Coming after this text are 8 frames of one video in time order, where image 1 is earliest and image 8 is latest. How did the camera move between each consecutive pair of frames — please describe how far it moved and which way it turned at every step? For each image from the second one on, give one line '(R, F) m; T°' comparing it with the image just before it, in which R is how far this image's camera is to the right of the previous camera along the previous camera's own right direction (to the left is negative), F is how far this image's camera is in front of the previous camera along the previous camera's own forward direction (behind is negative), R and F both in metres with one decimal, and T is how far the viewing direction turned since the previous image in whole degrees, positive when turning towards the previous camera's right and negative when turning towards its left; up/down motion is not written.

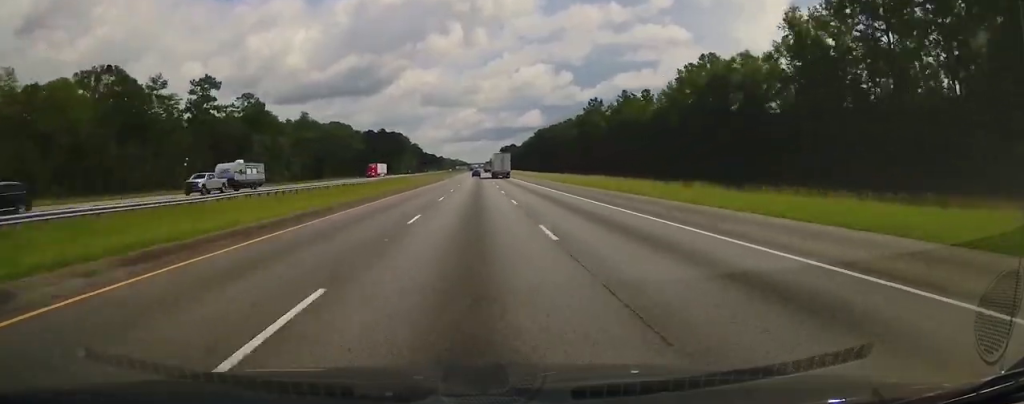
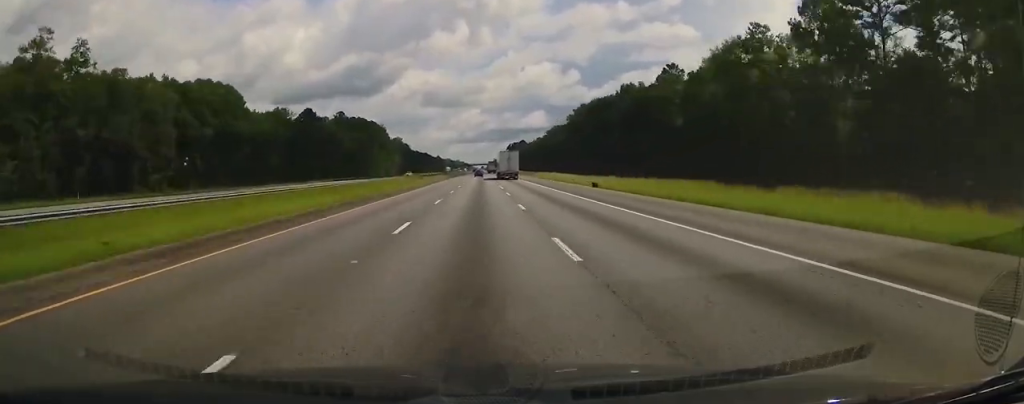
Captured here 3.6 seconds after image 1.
(+0.1, +125.7) m; 0°
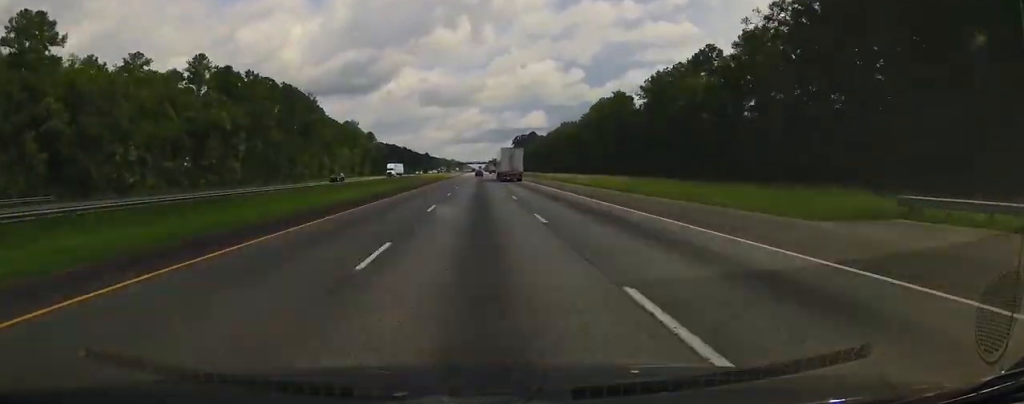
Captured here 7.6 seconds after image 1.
(+0.1, +140.4) m; 0°
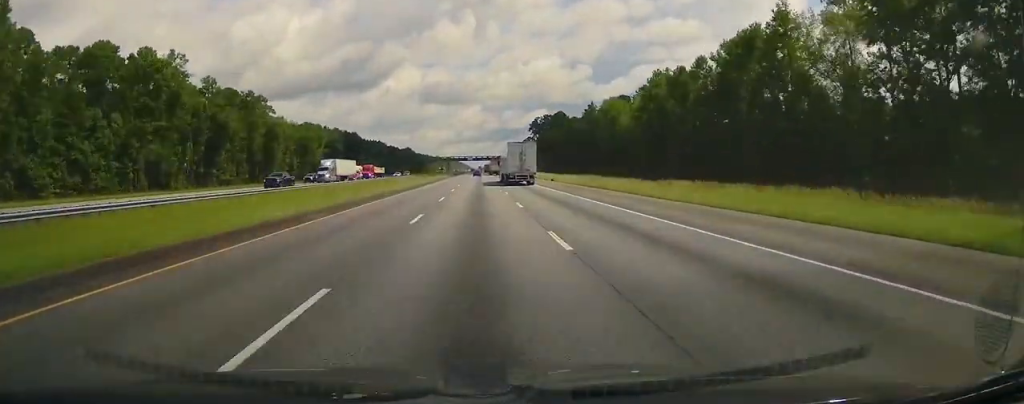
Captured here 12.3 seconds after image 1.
(+0.1, +165.7) m; 0°
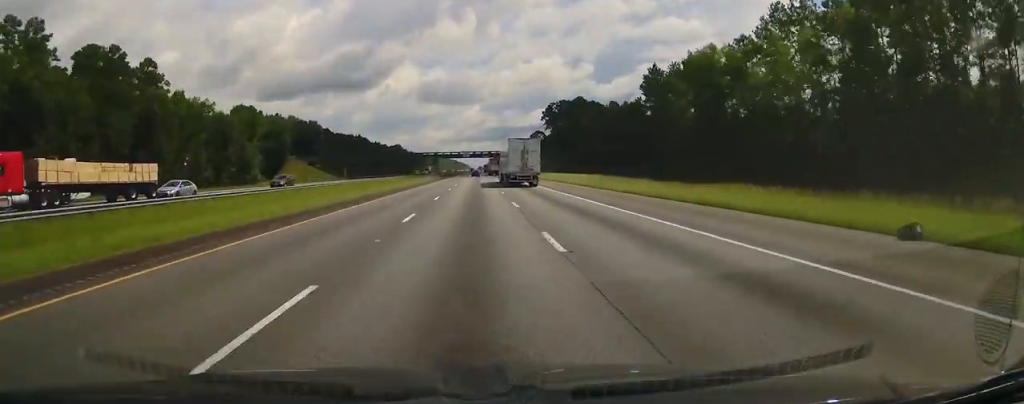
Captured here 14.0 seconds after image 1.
(+0.1, +61.6) m; 0°
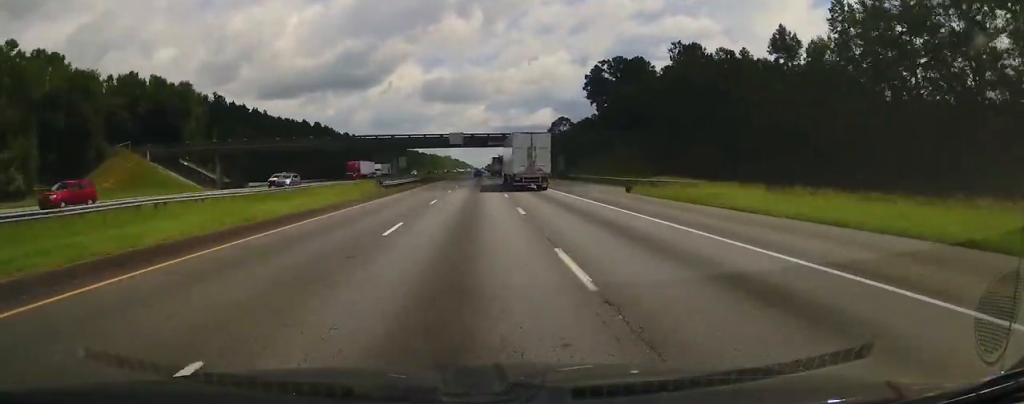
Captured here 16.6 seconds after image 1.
(+0.1, +88.7) m; 0°
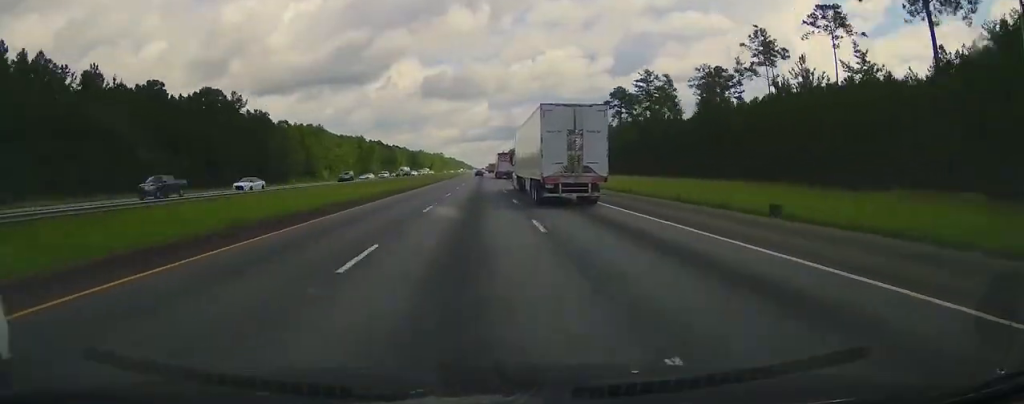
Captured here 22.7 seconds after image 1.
(+0.4, +213.0) m; 0°
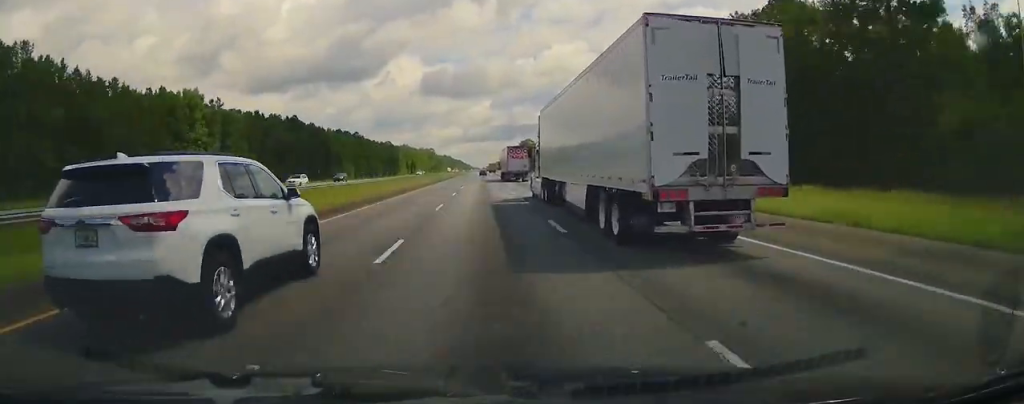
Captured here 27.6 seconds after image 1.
(+0.3, +172.6) m; 0°
